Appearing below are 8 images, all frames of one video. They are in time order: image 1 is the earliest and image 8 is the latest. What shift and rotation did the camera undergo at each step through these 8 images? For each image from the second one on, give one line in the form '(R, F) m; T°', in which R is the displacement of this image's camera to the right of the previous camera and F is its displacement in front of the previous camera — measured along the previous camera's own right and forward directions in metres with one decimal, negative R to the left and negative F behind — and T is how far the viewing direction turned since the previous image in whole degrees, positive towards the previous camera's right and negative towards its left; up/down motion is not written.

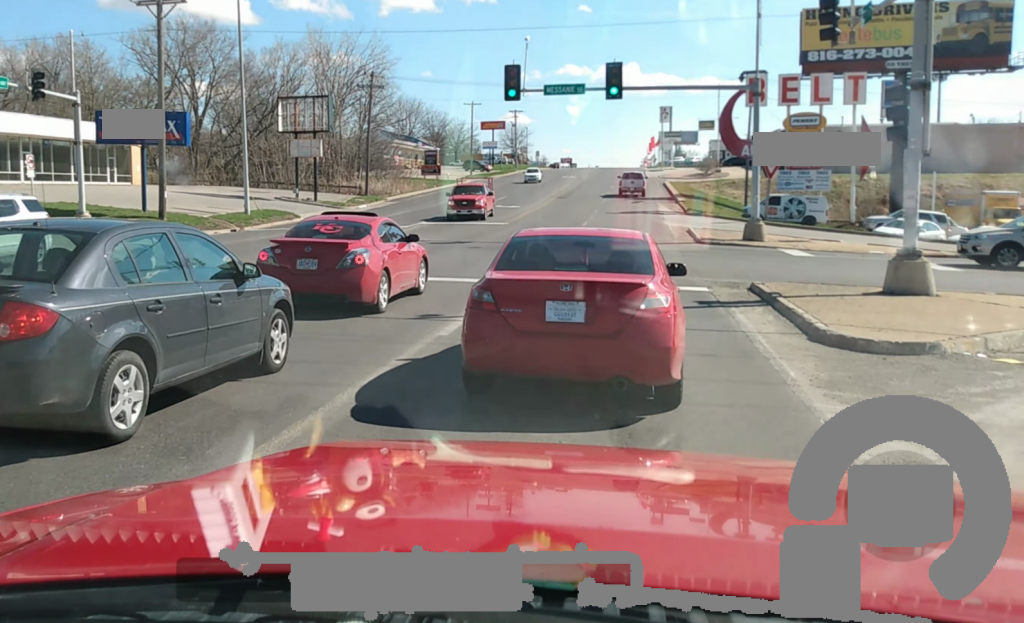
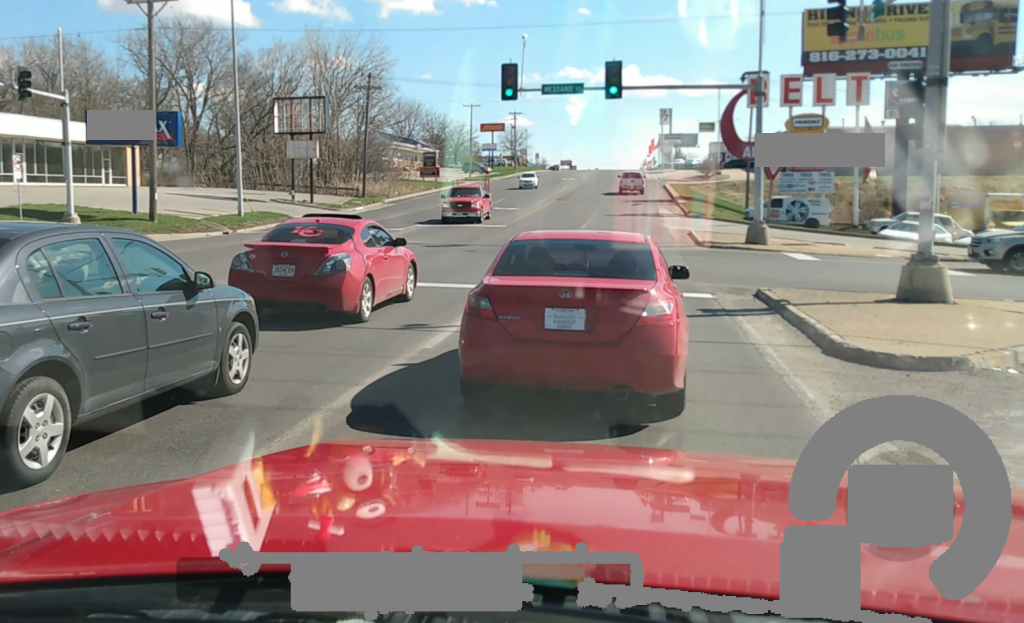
(0.0, +2.1) m; 0°
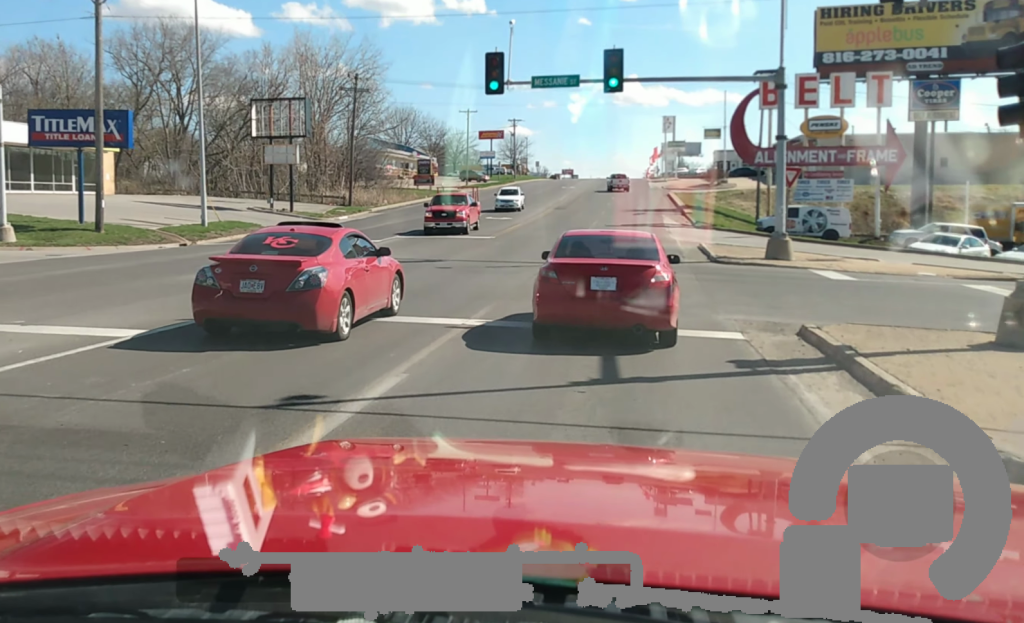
(0.0, +7.0) m; 0°
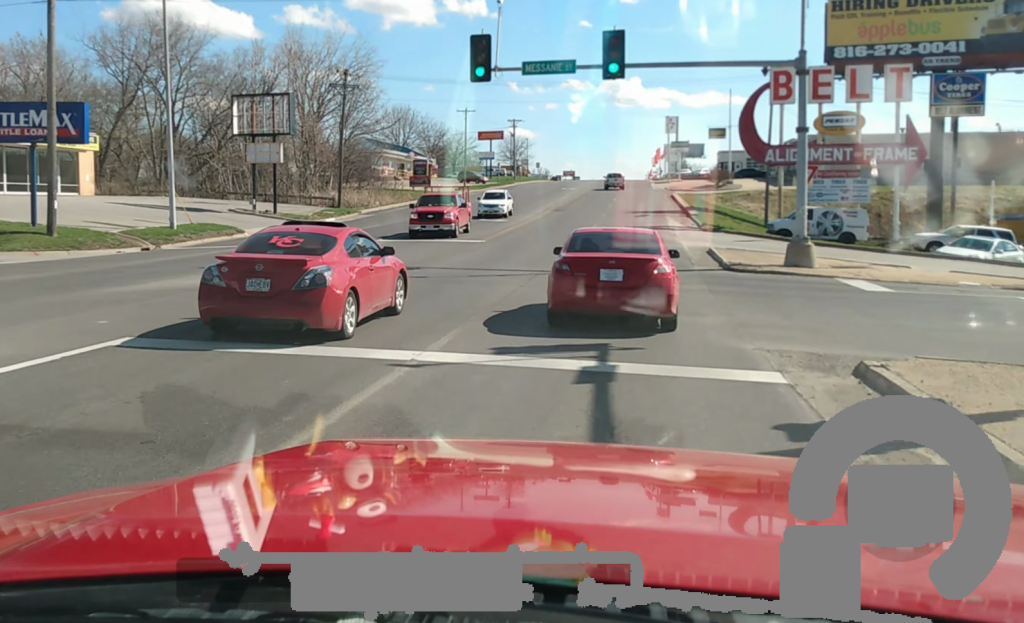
(0.0, +3.0) m; 0°
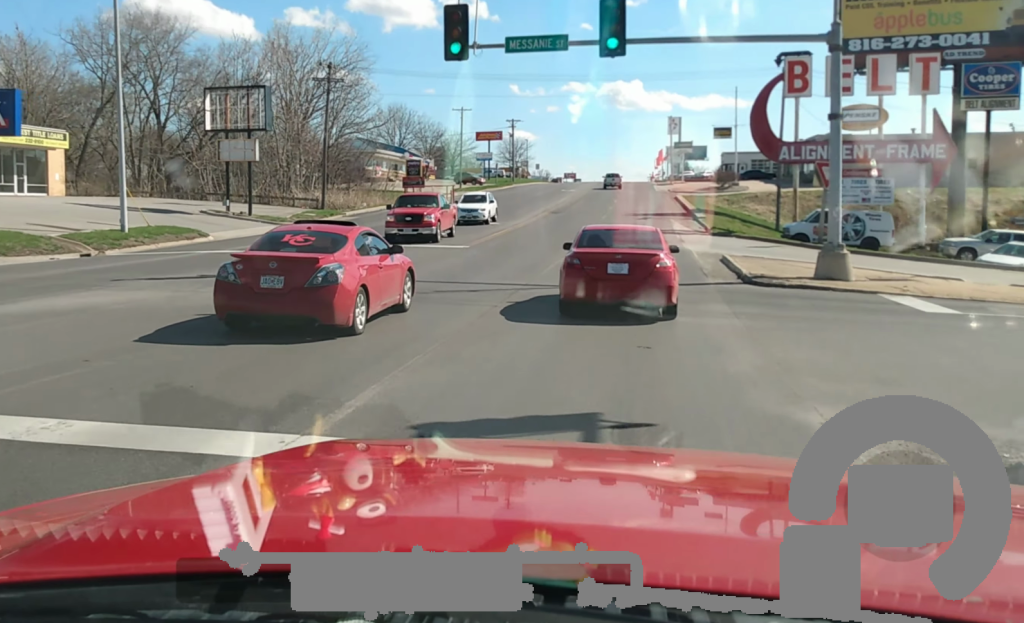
(0.0, +3.7) m; -1°
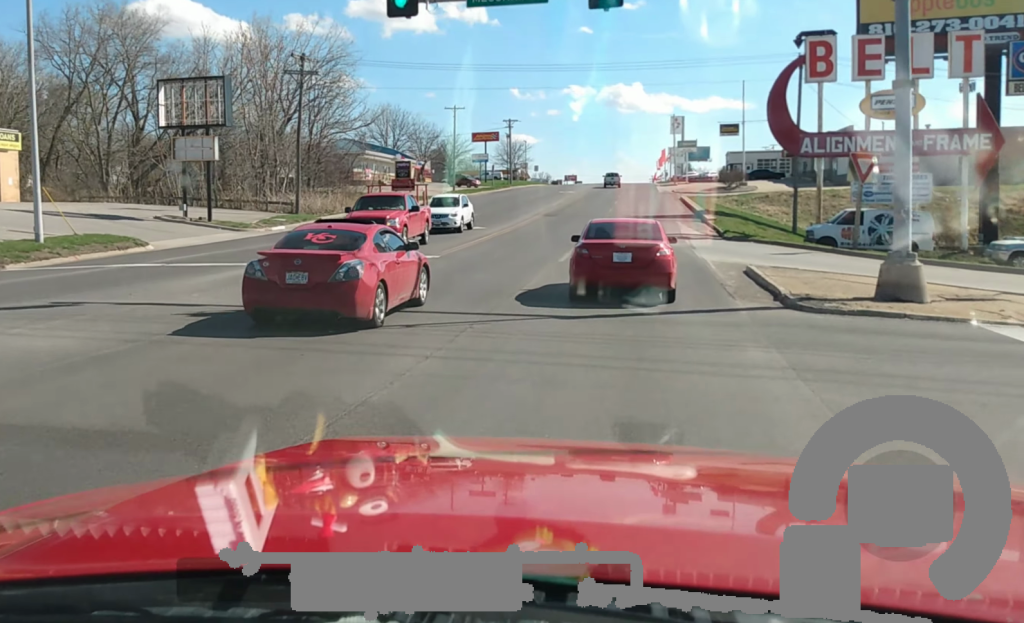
(-0.1, +5.3) m; -2°
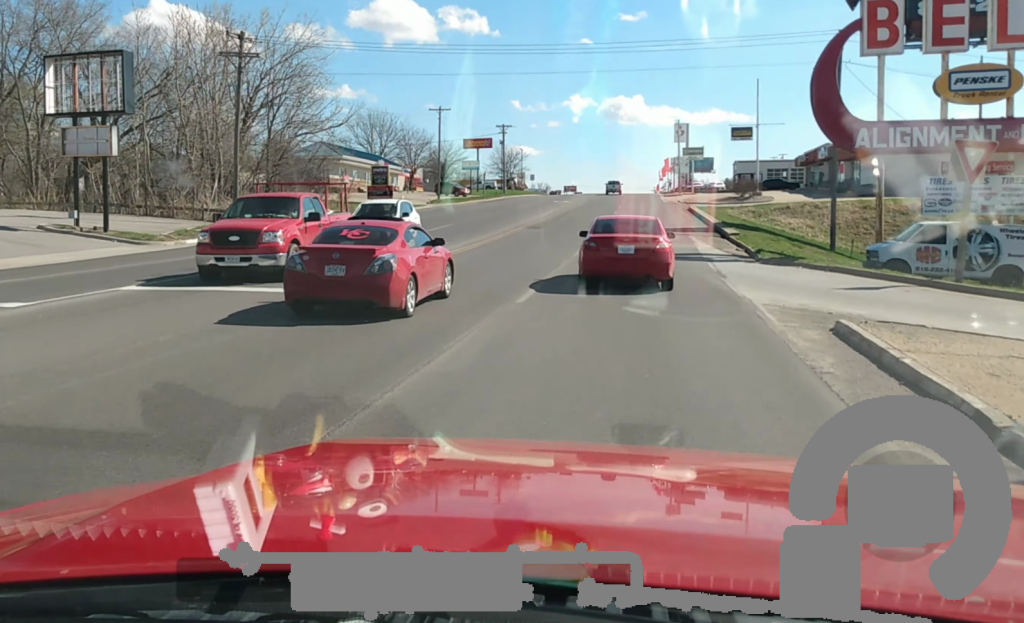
(-0.3, +9.5) m; -2°
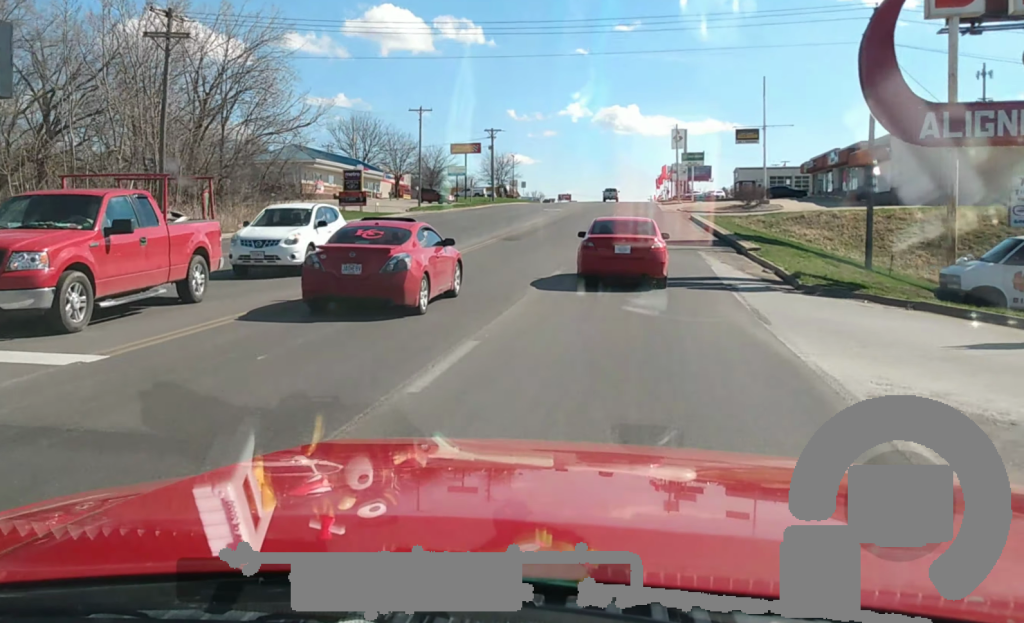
(-0.1, +7.2) m; 0°
